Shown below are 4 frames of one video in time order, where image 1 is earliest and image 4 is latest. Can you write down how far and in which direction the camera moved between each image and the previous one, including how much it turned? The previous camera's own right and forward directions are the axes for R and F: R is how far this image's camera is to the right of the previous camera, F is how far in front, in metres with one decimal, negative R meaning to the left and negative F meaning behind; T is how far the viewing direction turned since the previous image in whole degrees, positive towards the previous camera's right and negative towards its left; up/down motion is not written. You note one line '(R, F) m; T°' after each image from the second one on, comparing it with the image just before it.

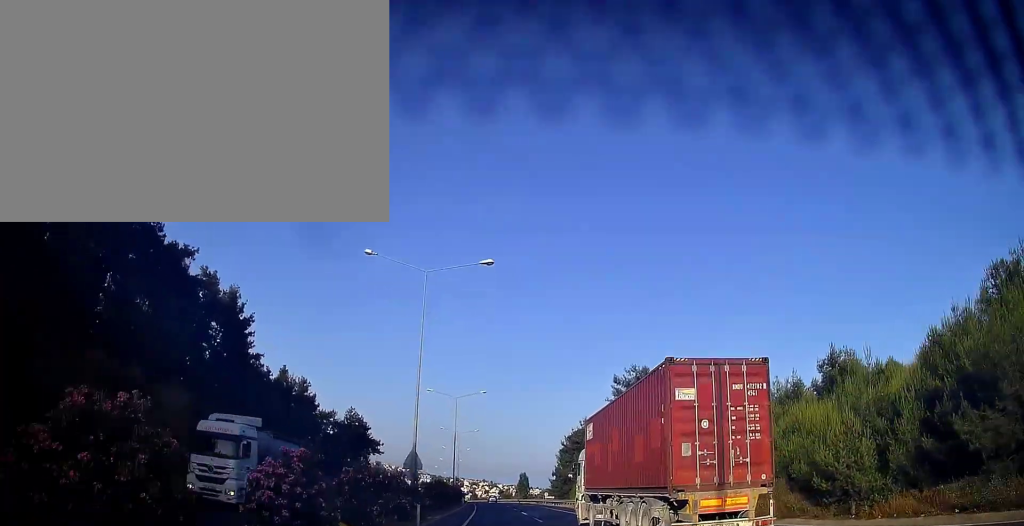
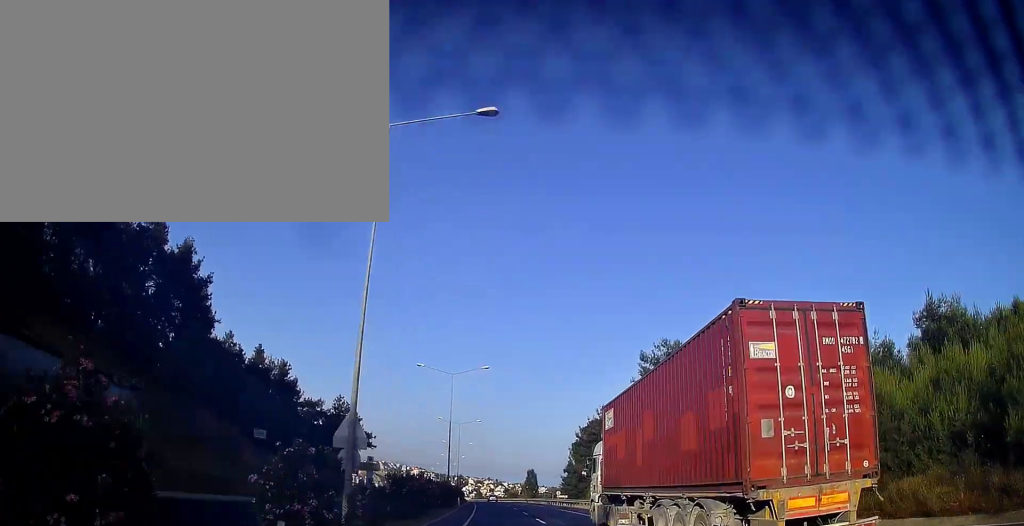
(-0.1, +13.1) m; 0°
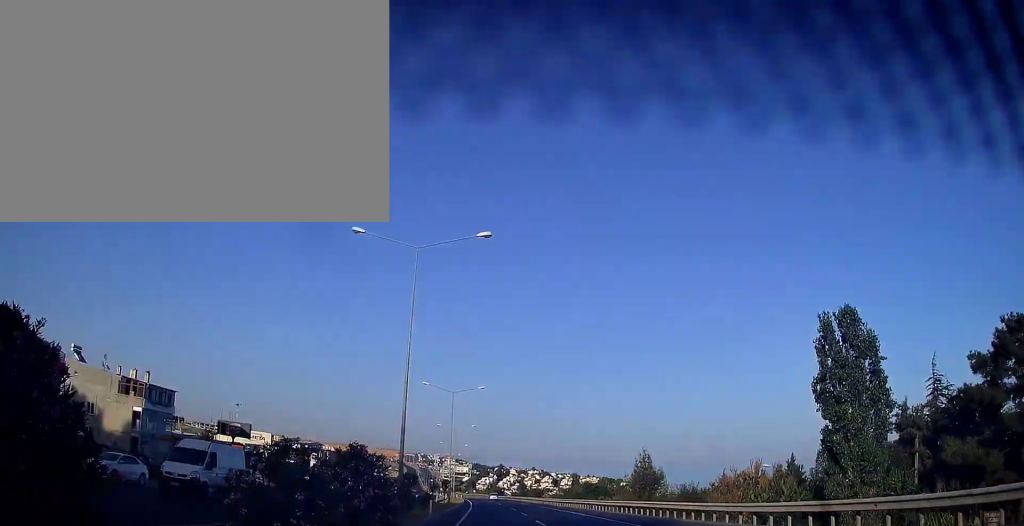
(-3.8, +108.7) m; -4°
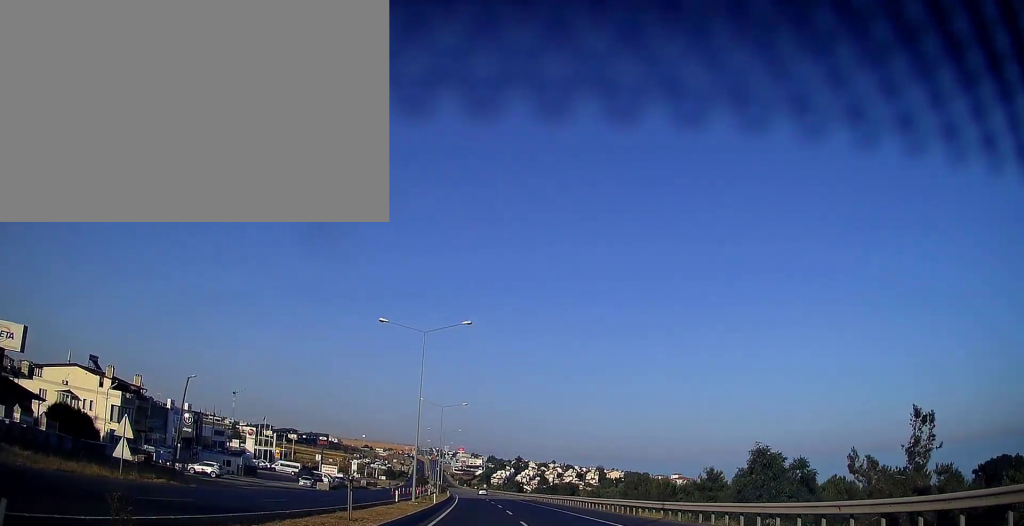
(-1.5, +63.4) m; -2°
